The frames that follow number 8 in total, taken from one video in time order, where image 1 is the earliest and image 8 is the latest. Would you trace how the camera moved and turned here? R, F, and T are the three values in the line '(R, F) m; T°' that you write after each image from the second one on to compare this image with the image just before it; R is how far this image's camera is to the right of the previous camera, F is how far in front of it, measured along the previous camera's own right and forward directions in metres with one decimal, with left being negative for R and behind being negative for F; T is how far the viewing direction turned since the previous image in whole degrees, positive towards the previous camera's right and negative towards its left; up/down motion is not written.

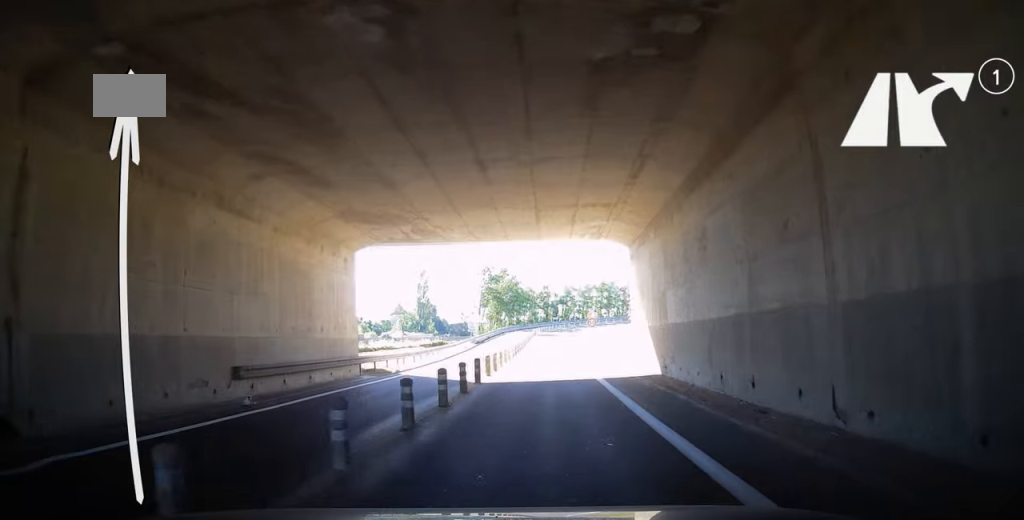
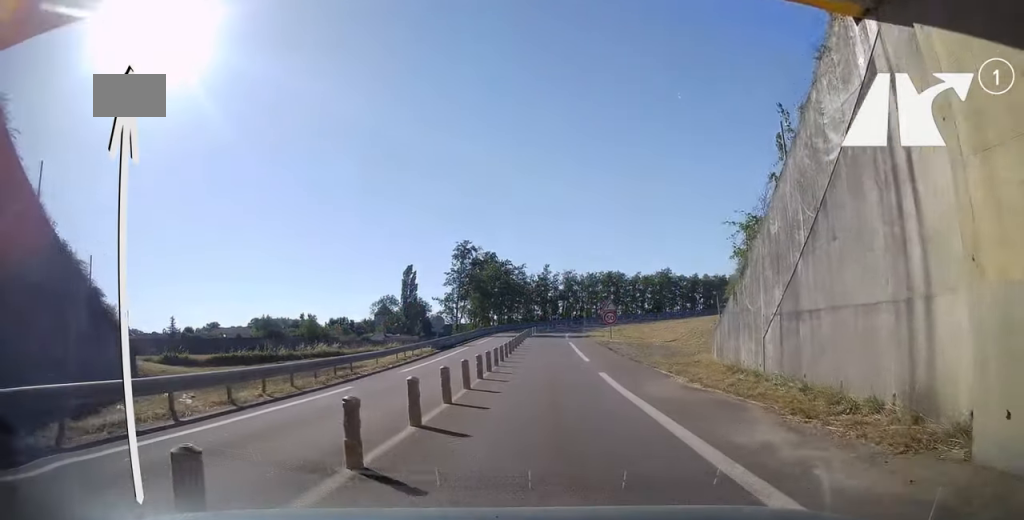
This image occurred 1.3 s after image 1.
(-0.2, +21.1) m; -1°
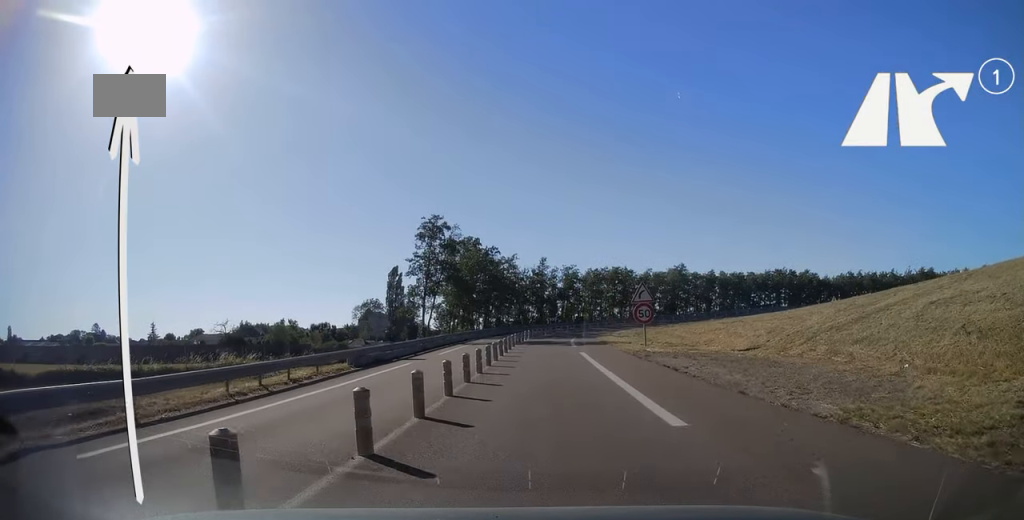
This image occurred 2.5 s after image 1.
(-0.1, +17.7) m; -1°
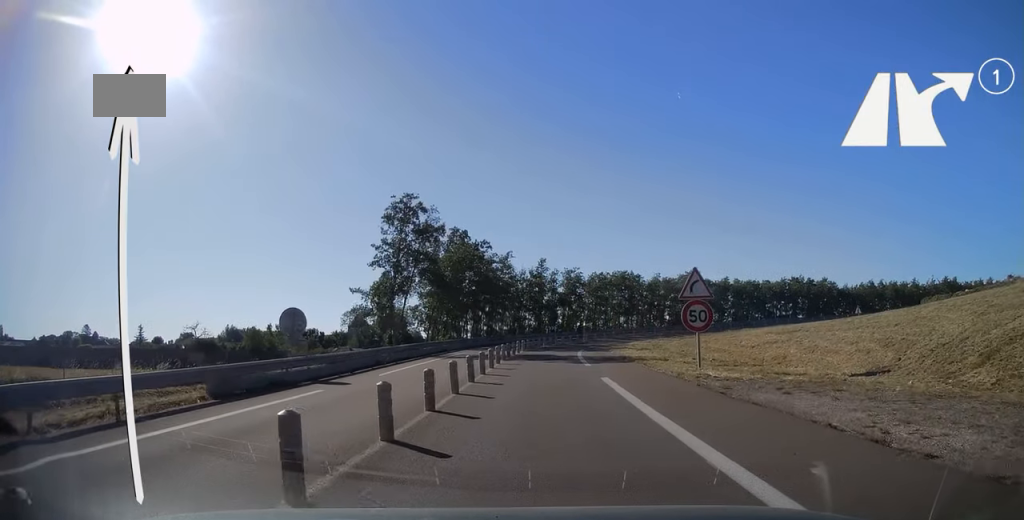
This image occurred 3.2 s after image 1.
(-0.2, +11.4) m; +1°
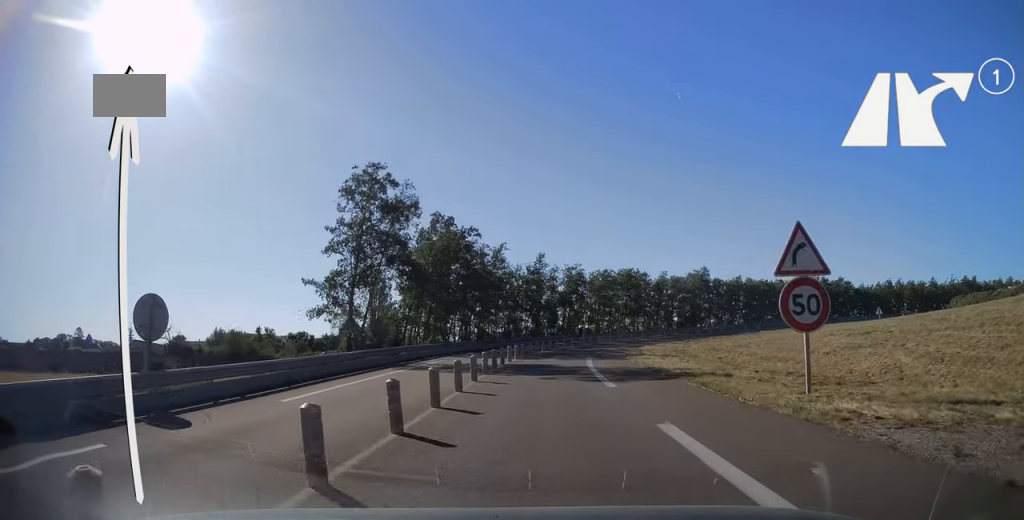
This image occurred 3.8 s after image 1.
(+0.3, +8.8) m; +1°
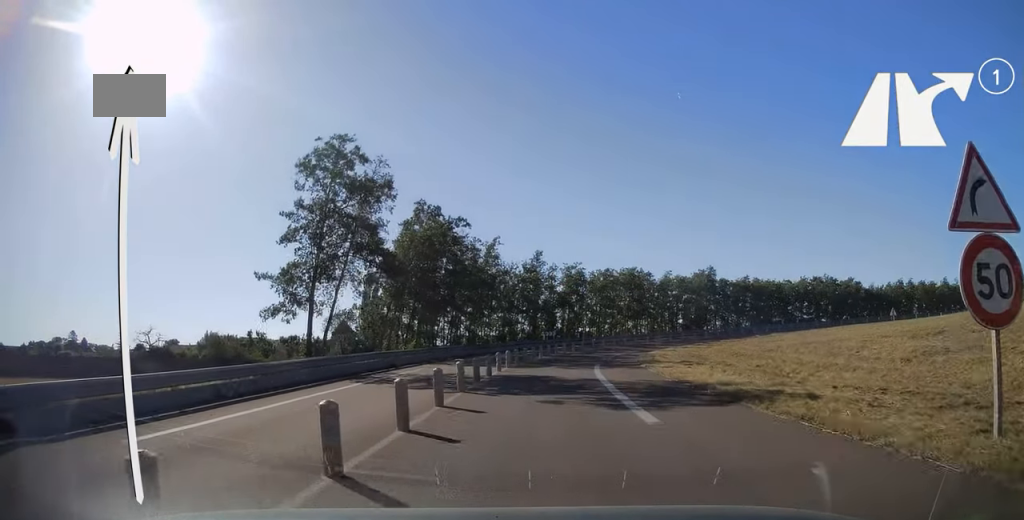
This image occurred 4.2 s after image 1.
(+0.1, +5.8) m; +1°
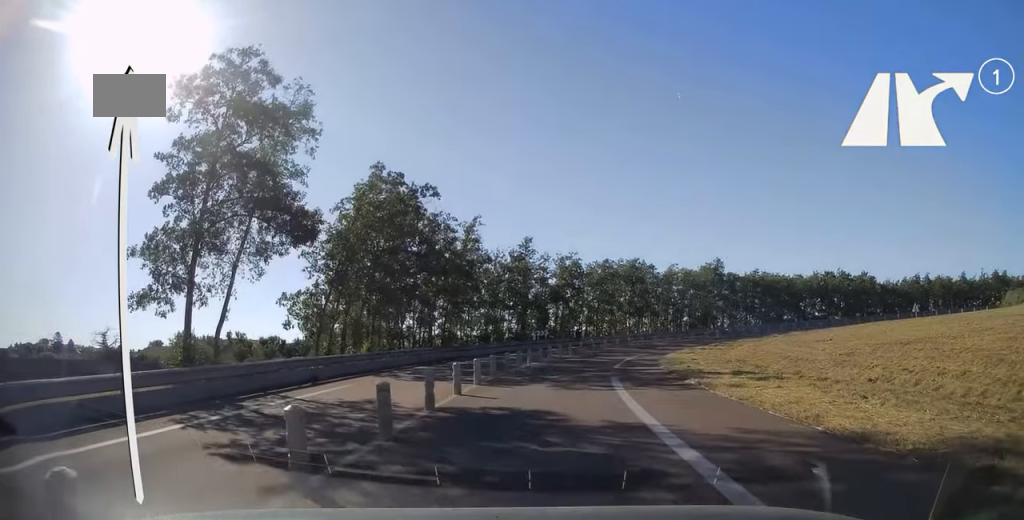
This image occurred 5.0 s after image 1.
(0.0, +9.7) m; 0°
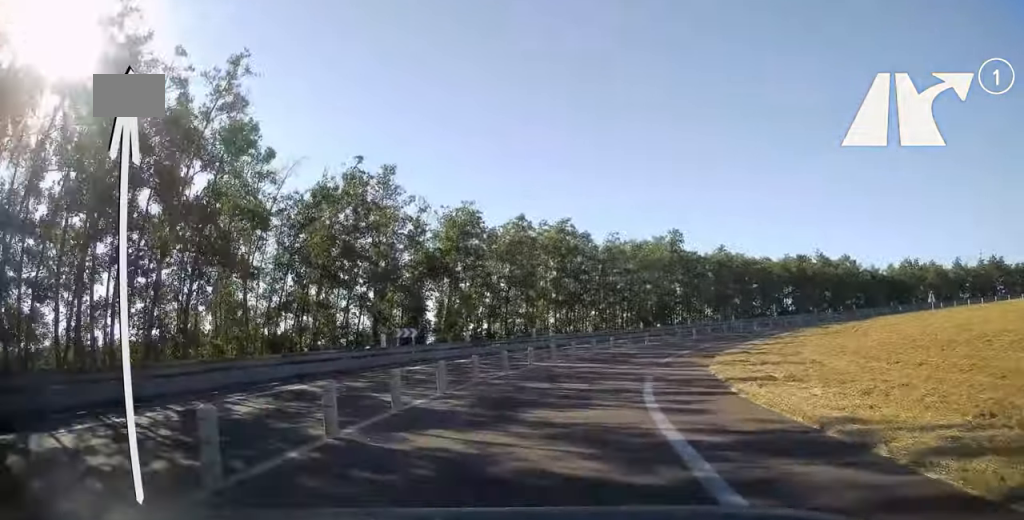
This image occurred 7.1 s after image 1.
(+1.5, +27.0) m; +10°
